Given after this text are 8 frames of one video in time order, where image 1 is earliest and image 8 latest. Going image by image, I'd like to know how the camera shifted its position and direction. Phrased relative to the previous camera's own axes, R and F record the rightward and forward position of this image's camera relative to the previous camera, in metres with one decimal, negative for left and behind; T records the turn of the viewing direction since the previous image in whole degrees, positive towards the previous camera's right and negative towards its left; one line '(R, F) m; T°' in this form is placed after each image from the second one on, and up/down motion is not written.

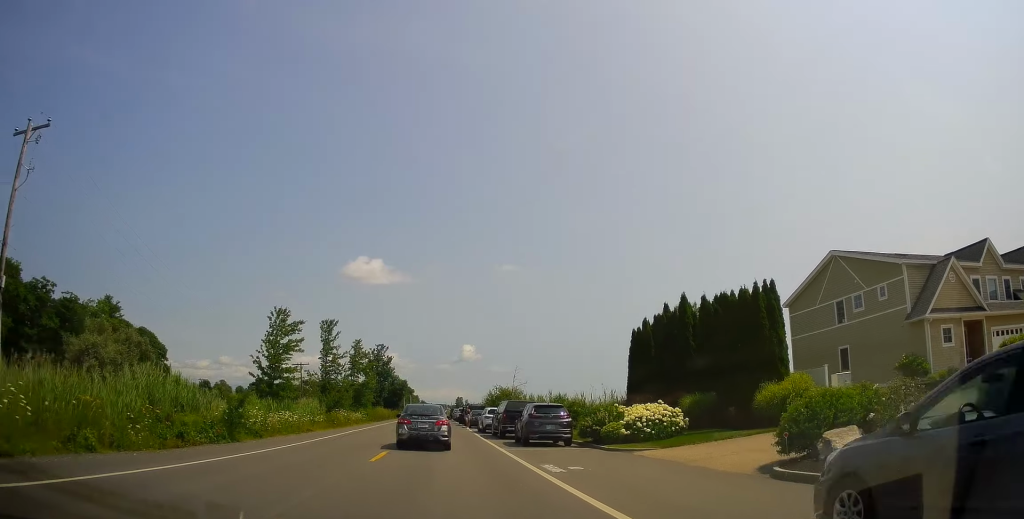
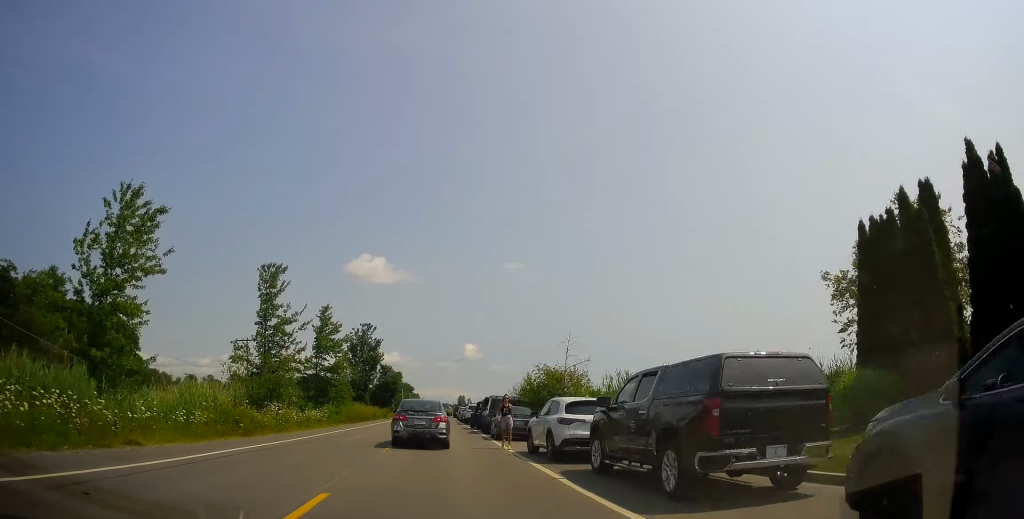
(+0.2, +21.1) m; 0°
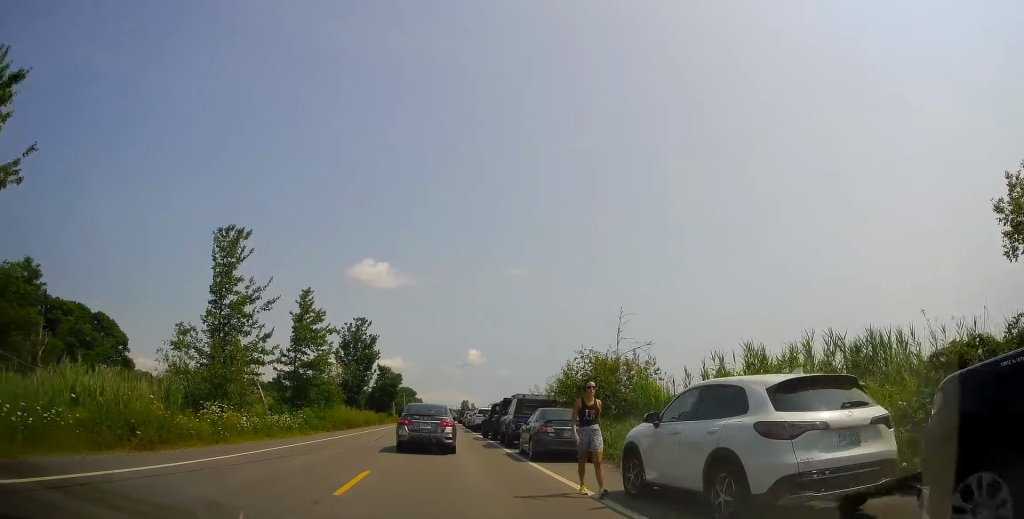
(0.0, +8.4) m; 0°
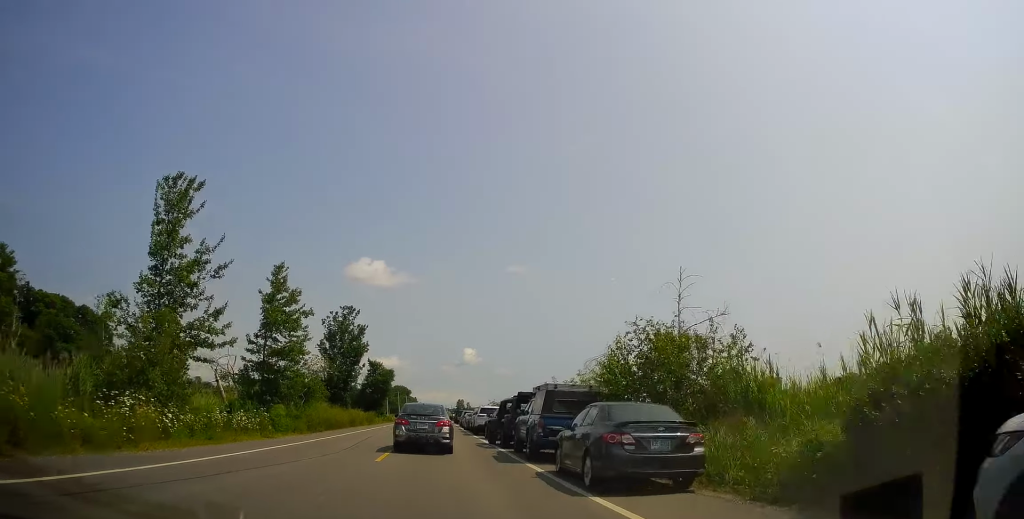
(0.0, +6.4) m; 0°
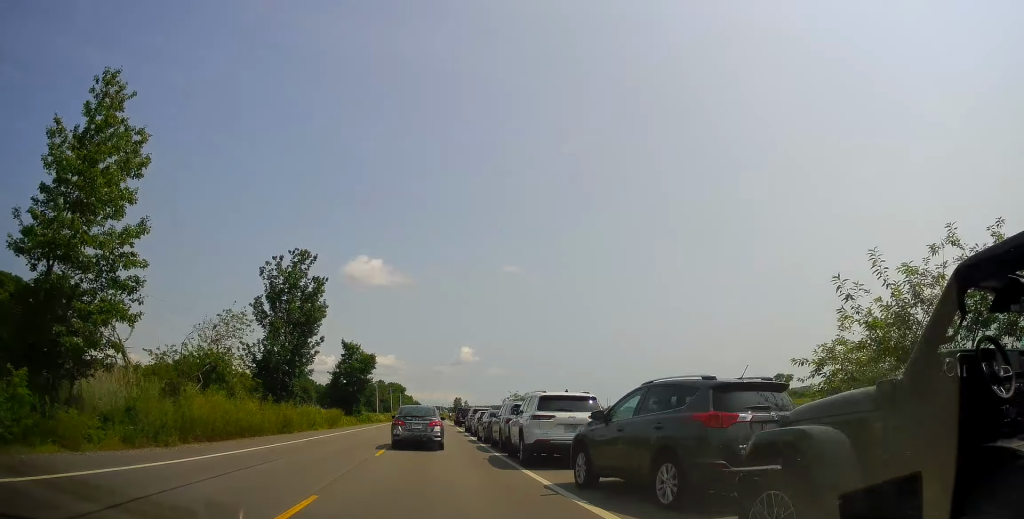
(-0.5, +21.9) m; -2°
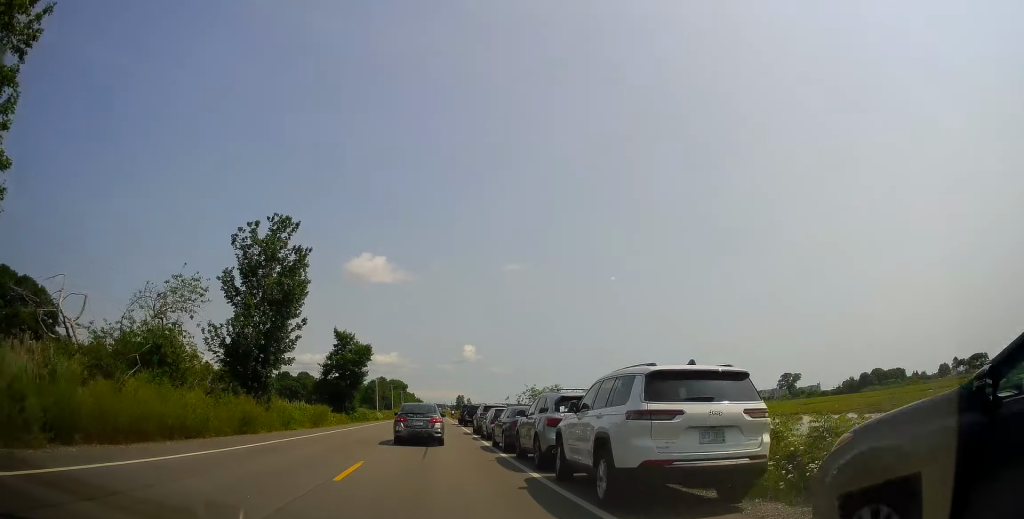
(+0.1, +6.9) m; +1°
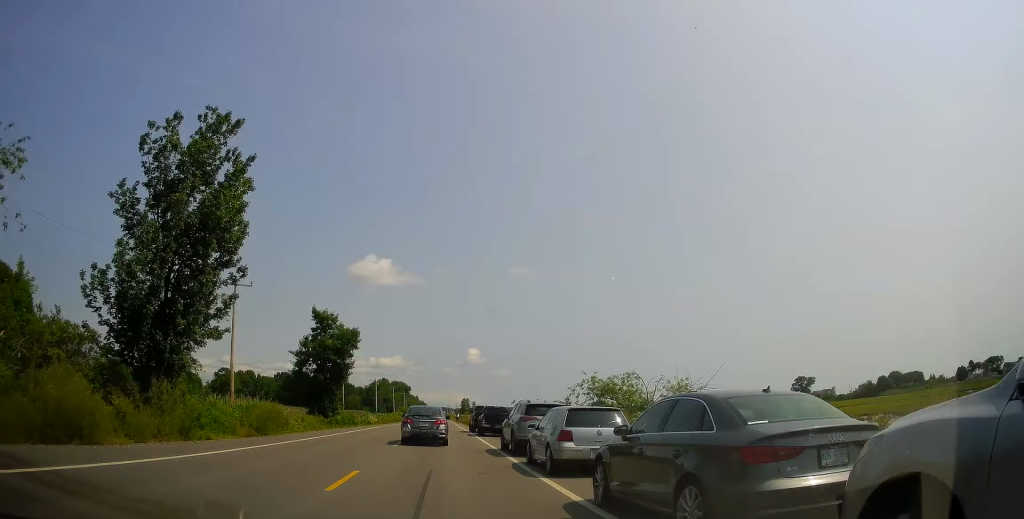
(+0.2, +13.4) m; -1°
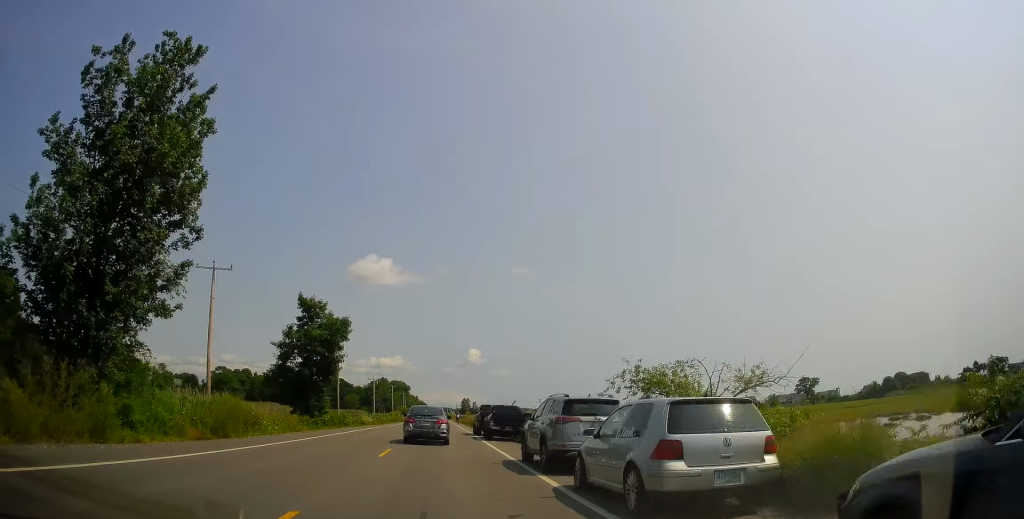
(+0.1, +5.2) m; -1°
